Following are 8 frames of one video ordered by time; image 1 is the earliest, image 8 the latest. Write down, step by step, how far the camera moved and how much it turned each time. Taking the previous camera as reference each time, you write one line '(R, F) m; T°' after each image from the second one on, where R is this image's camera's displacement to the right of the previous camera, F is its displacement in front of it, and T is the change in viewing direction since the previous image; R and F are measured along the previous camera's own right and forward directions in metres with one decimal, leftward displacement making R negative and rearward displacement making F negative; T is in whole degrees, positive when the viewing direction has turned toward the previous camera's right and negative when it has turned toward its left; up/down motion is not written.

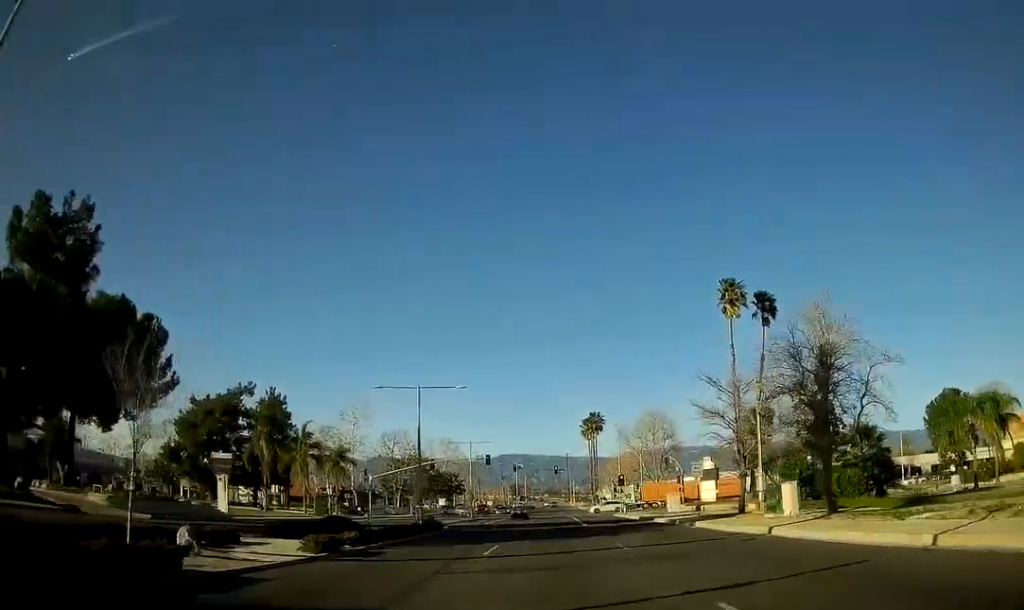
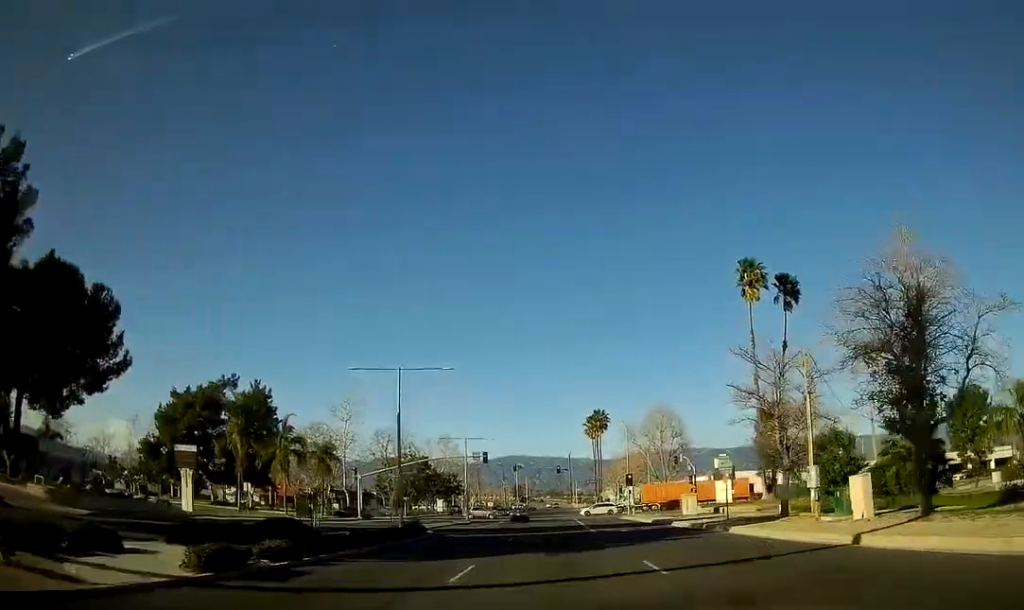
(0.0, +7.1) m; 0°
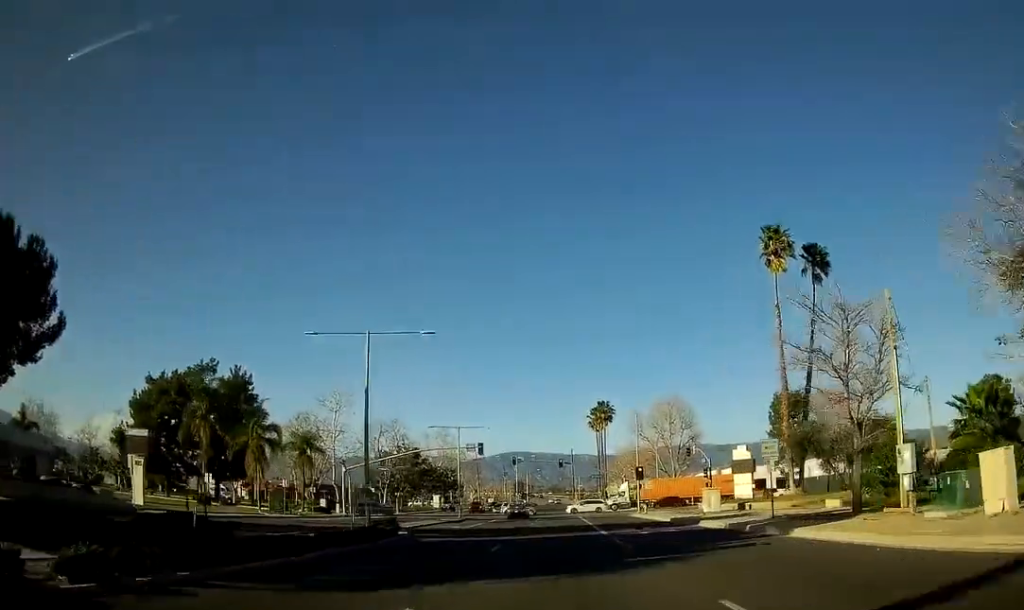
(0.0, +7.5) m; 0°
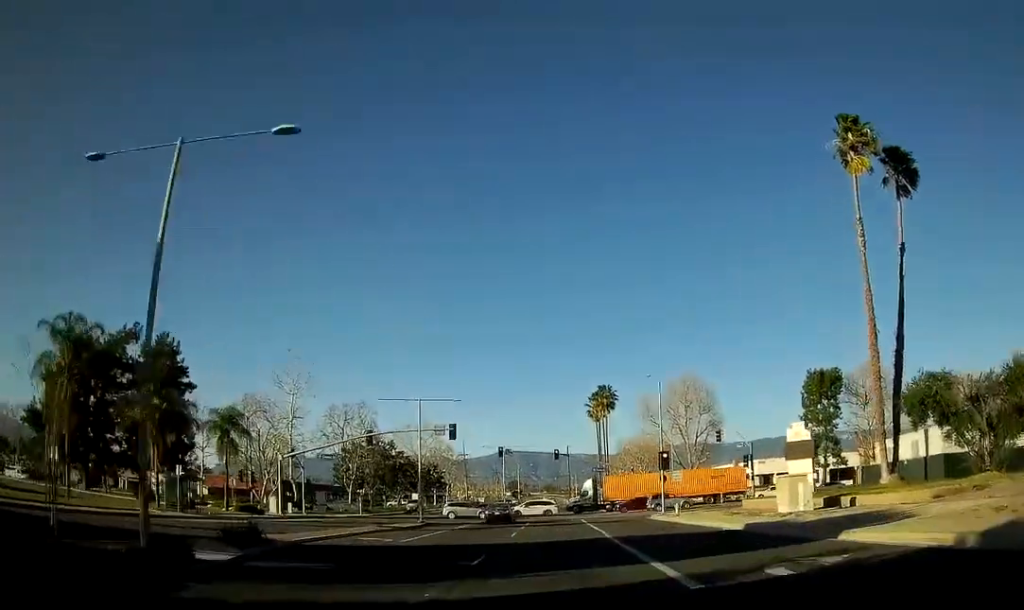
(0.0, +19.3) m; 0°
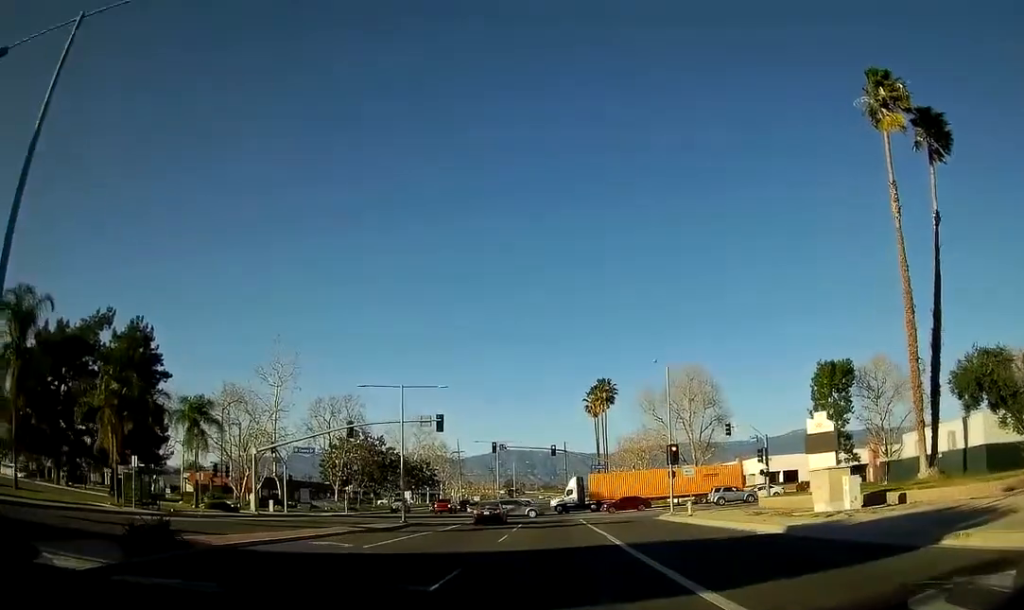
(0.0, +5.8) m; 0°
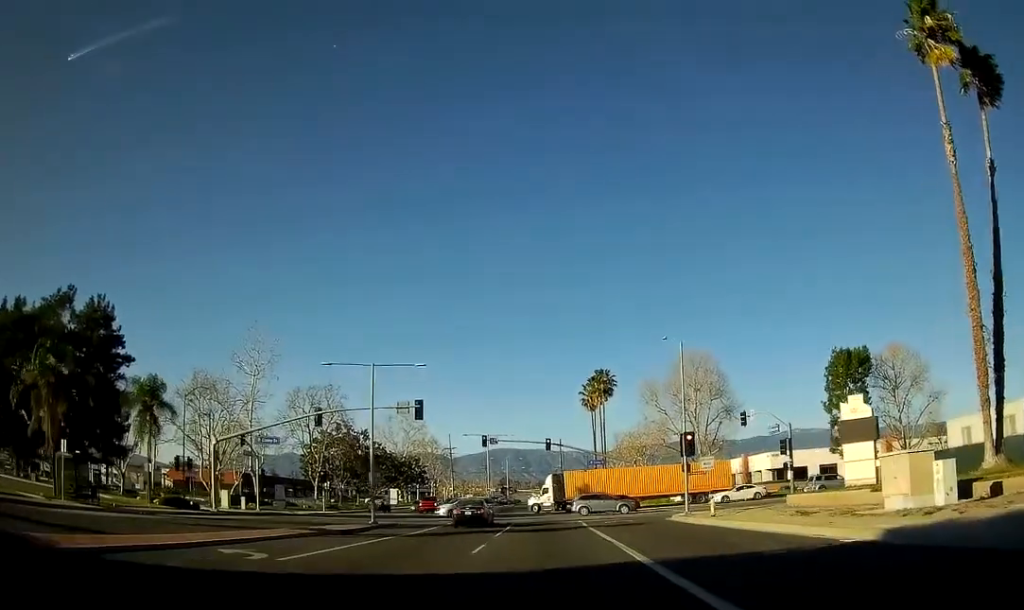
(0.0, +6.8) m; 0°
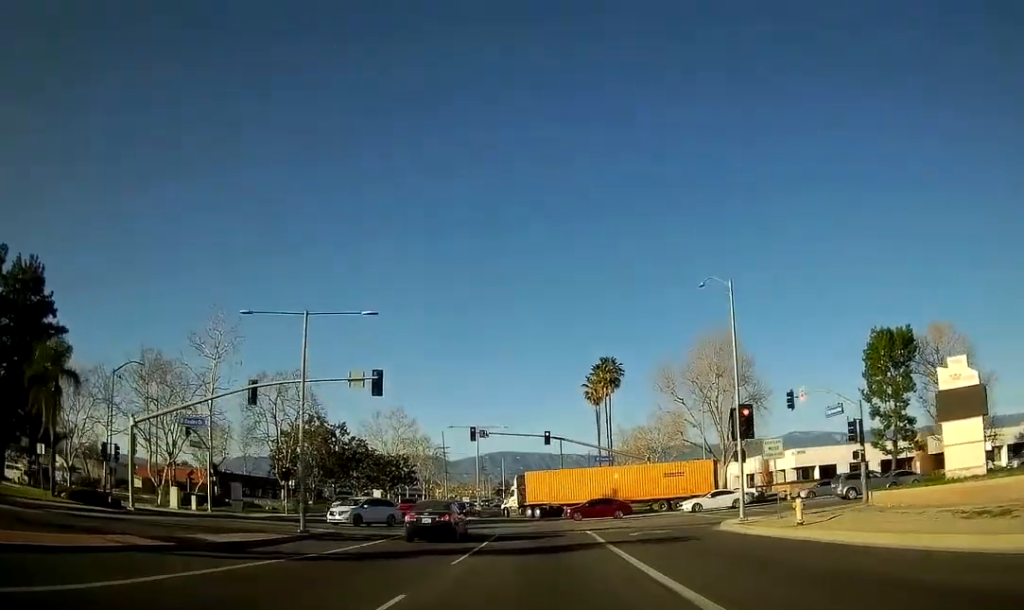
(0.0, +12.8) m; 0°
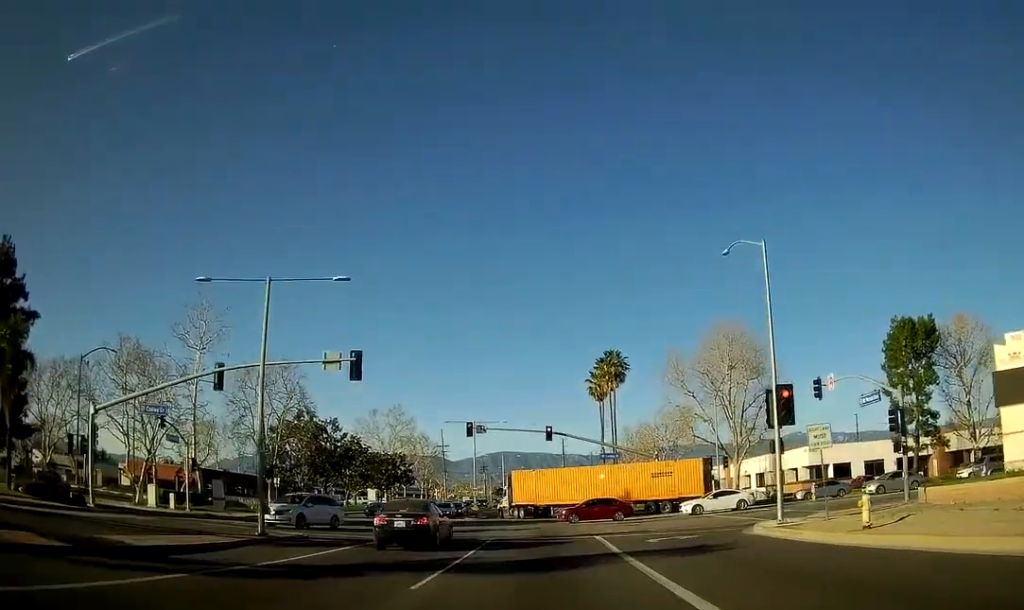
(0.0, +4.7) m; 0°
